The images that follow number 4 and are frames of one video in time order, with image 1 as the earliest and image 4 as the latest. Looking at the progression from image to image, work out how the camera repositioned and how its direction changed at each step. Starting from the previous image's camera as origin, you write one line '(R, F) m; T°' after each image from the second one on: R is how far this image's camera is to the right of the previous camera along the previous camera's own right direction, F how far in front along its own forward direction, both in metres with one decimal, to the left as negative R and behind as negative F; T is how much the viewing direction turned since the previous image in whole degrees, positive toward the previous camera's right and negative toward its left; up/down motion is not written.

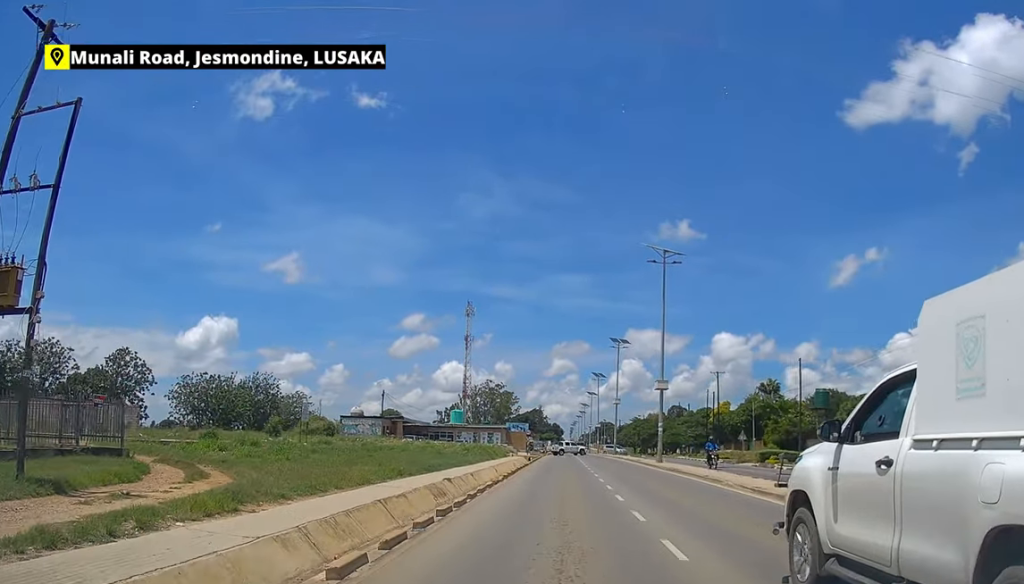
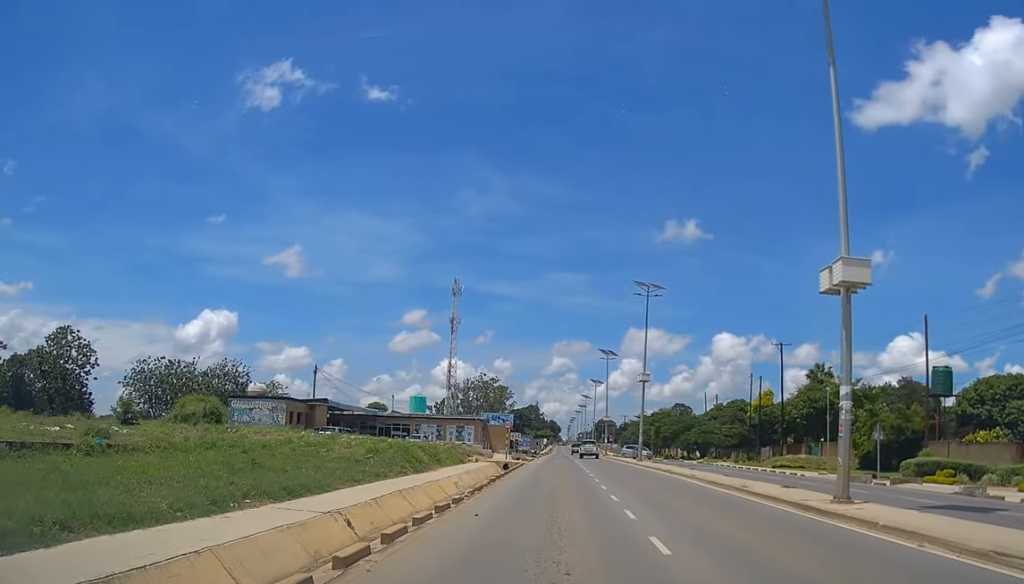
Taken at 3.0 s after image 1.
(-0.5, +27.7) m; -1°
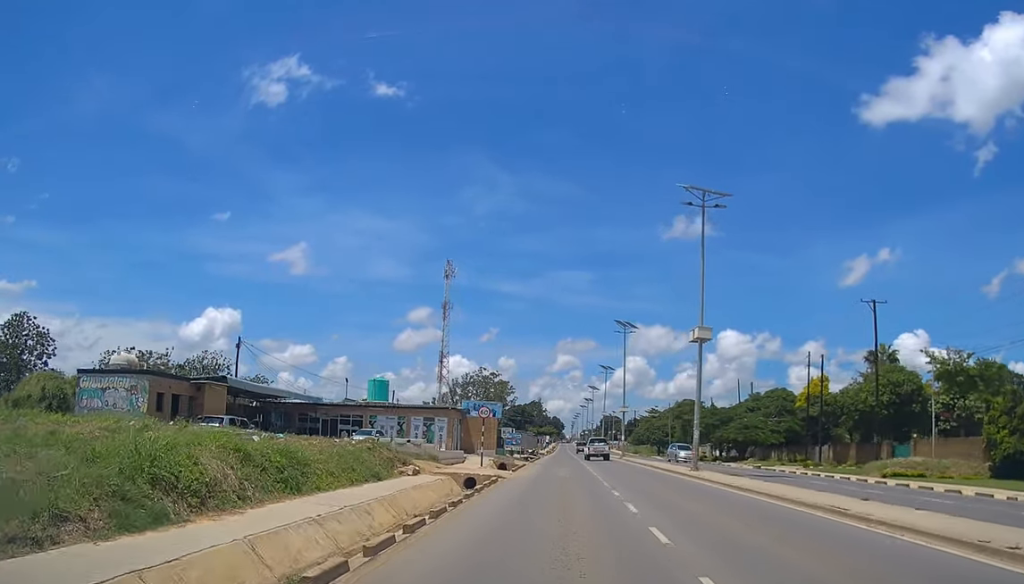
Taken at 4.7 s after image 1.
(-0.1, +19.3) m; -1°
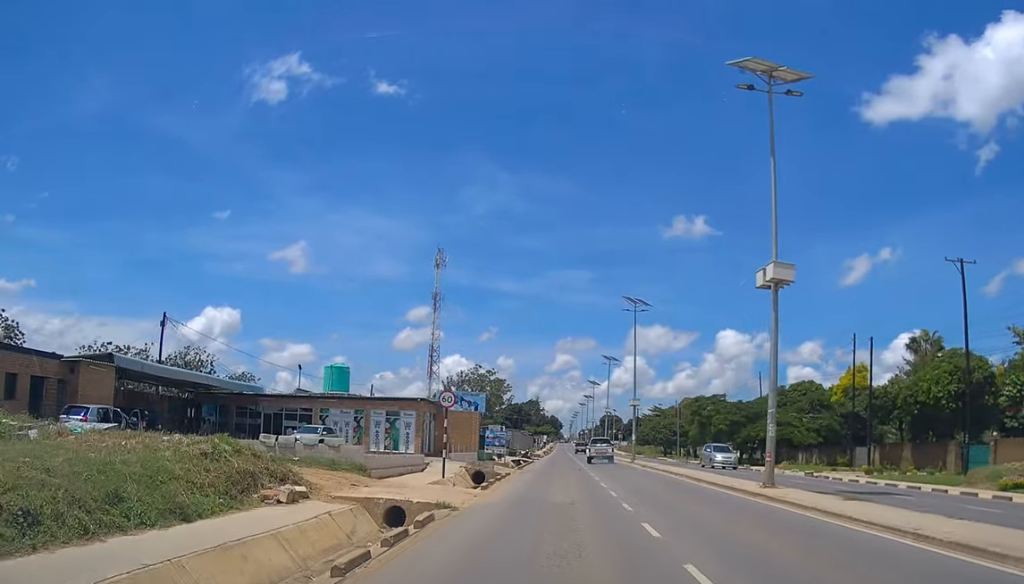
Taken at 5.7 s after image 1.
(0.0, +11.2) m; 0°
